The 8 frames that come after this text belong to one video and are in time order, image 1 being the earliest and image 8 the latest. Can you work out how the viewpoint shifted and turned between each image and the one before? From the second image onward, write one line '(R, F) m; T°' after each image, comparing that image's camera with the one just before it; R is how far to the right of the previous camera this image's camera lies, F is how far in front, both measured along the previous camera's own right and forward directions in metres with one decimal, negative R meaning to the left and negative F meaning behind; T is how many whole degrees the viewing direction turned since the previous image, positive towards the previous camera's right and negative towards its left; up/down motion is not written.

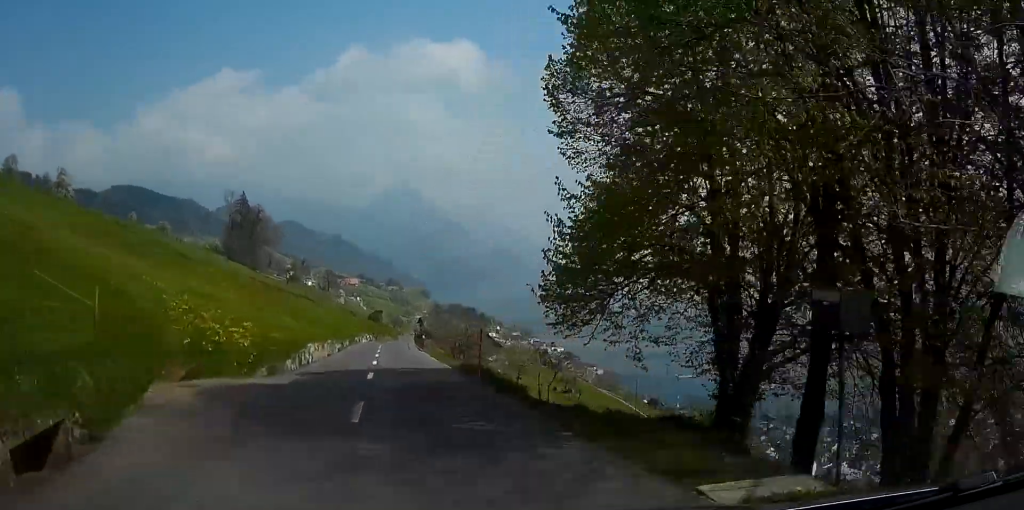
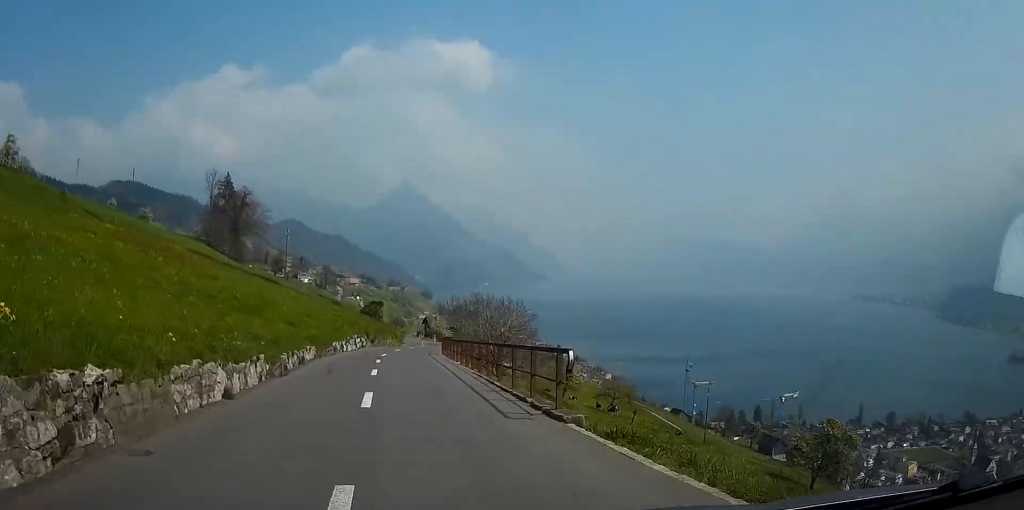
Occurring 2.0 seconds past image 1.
(+0.4, +34.3) m; +1°
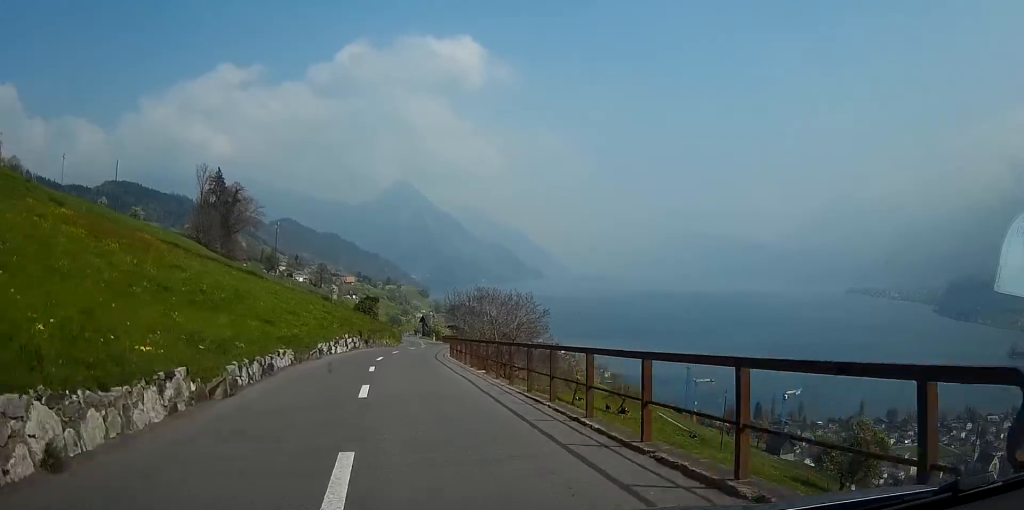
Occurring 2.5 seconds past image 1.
(0.0, +7.5) m; 0°
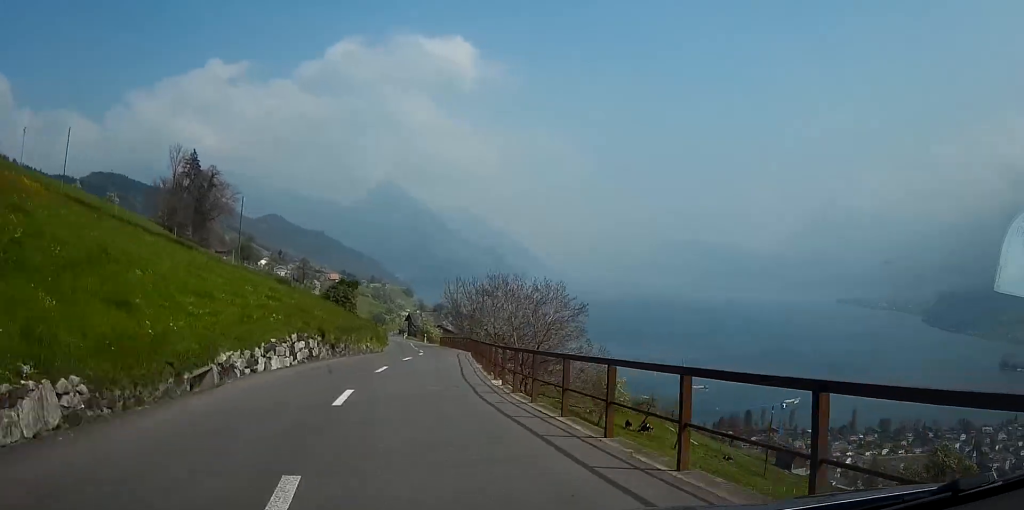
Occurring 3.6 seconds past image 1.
(+0.1, +19.3) m; +1°
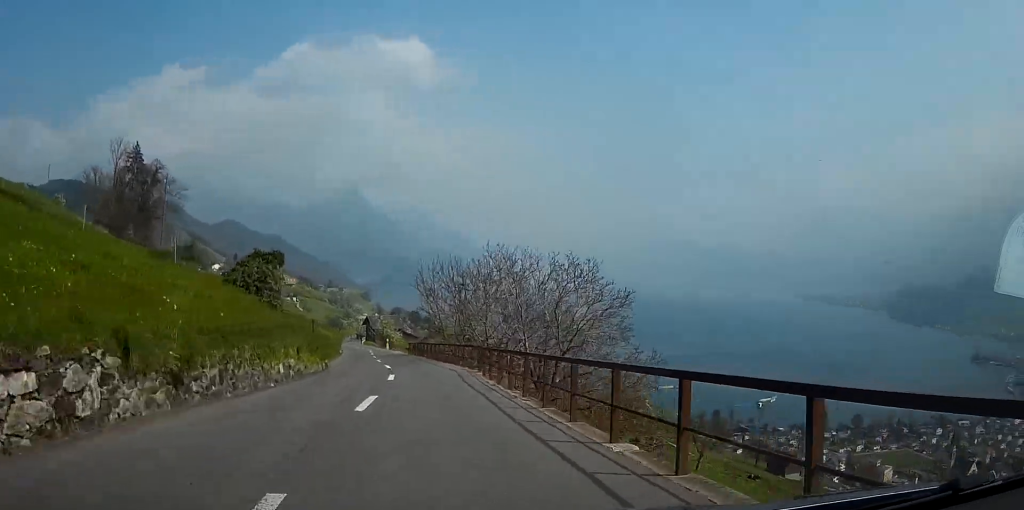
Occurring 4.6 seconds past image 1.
(+0.3, +18.8) m; +2°
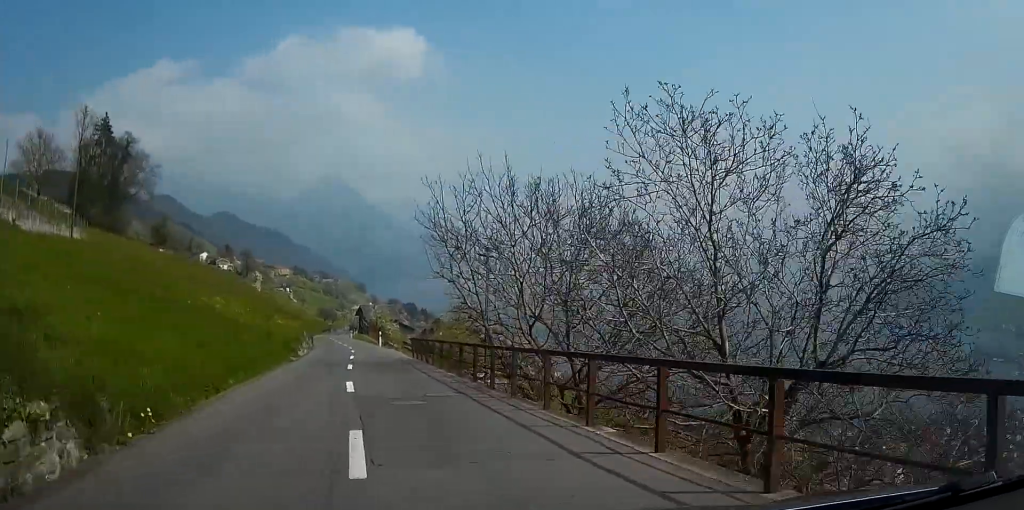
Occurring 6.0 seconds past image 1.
(+0.5, +23.7) m; +2°
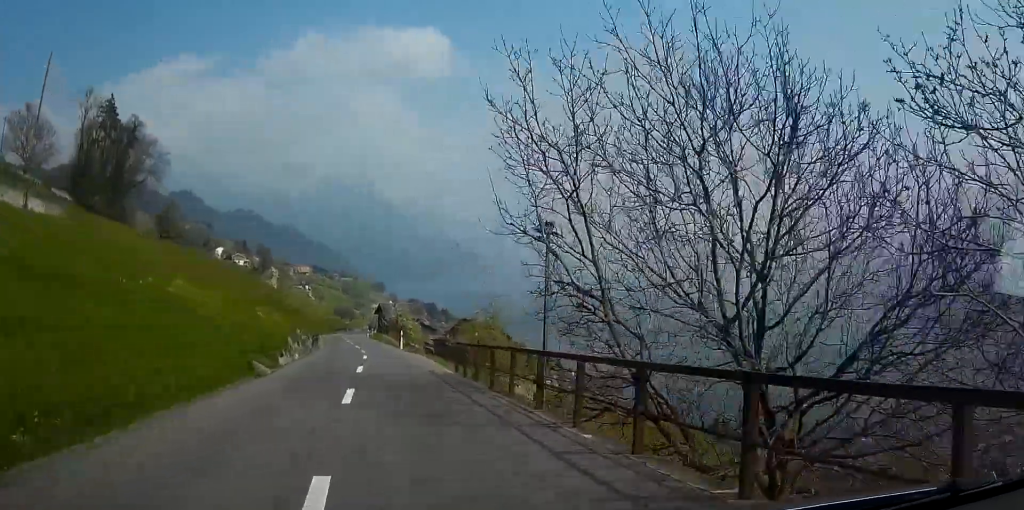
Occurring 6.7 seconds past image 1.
(0.0, +12.1) m; -1°
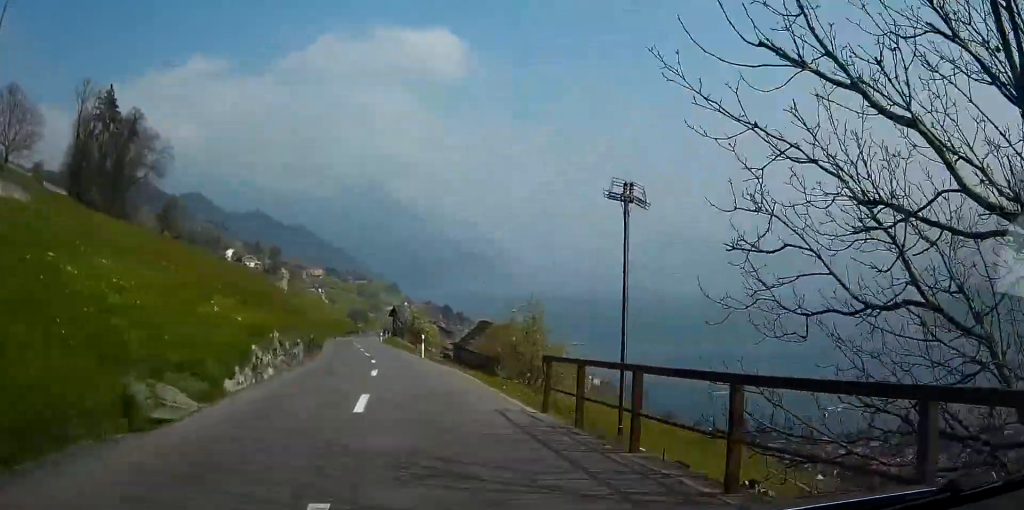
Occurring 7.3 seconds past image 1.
(+0.1, +9.9) m; -1°
